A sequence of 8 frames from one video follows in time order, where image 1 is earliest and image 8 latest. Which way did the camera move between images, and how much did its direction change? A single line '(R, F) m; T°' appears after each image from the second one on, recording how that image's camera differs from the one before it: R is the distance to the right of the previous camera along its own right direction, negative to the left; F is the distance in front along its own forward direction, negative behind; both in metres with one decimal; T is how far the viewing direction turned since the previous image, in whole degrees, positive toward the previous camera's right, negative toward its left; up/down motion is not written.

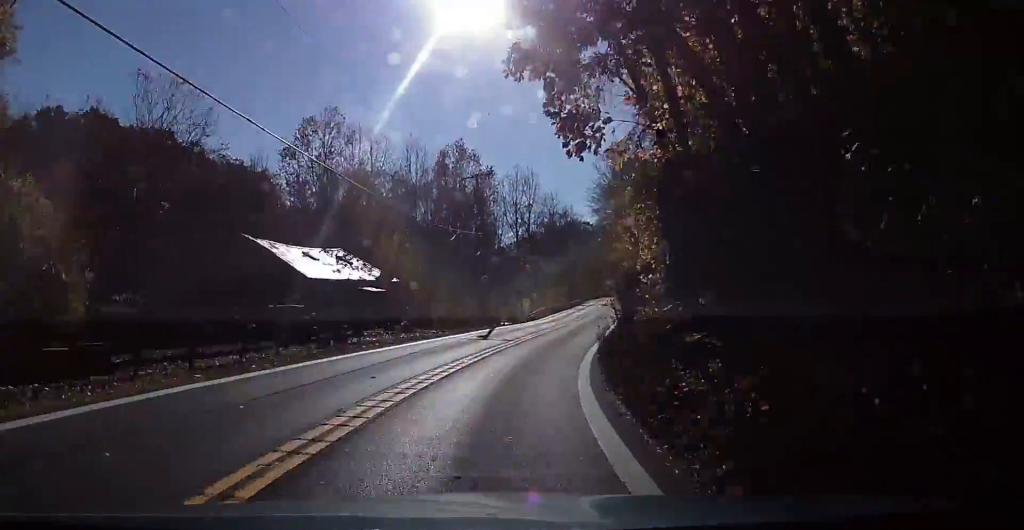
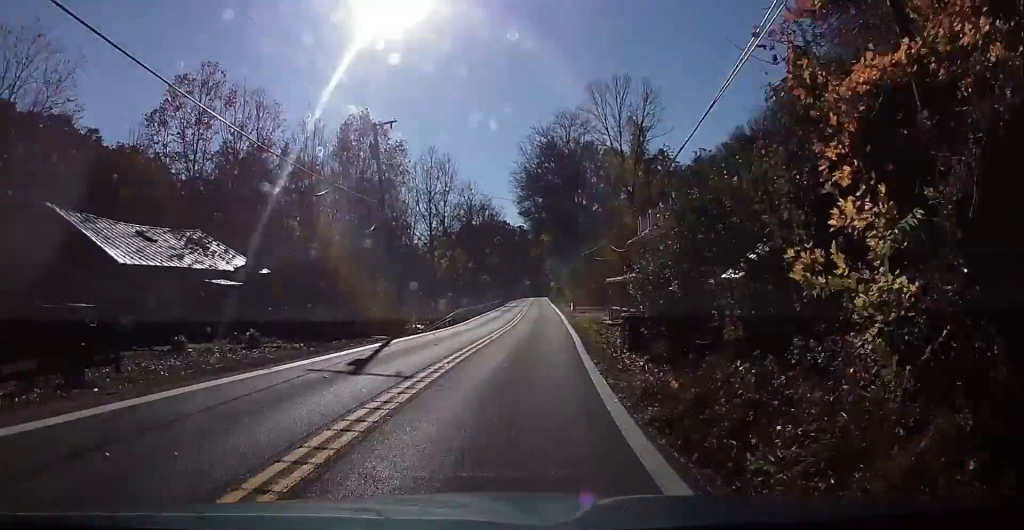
(+0.1, +12.9) m; 0°
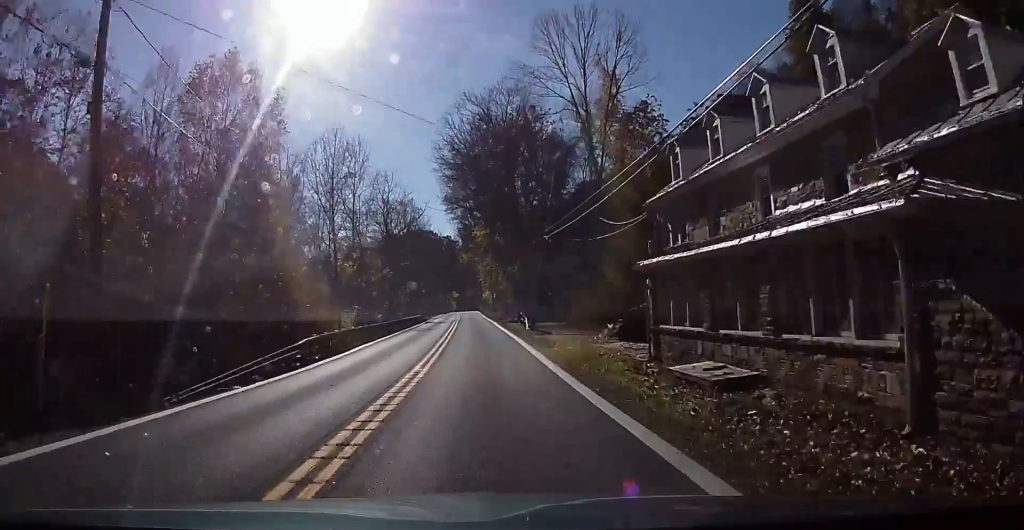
(0.0, +22.3) m; 0°
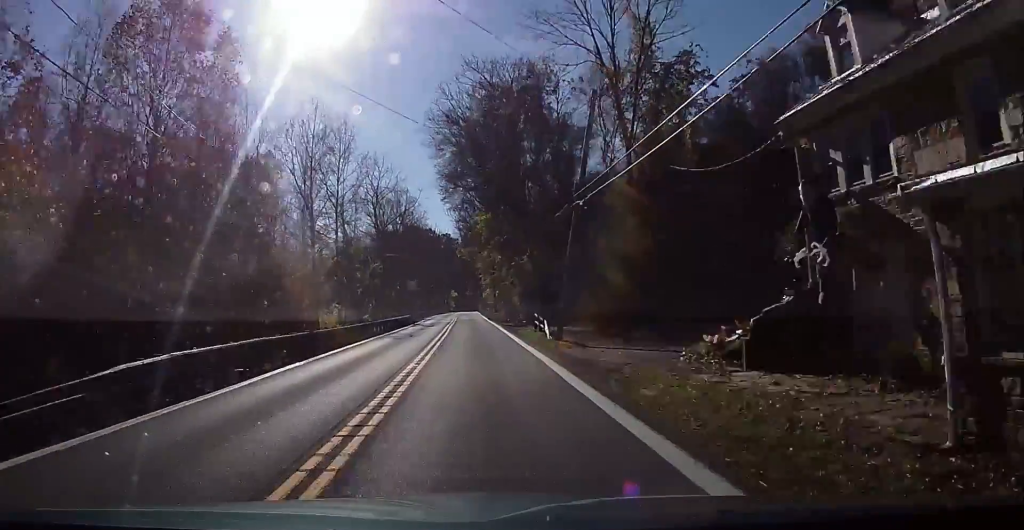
(0.0, +11.4) m; 0°
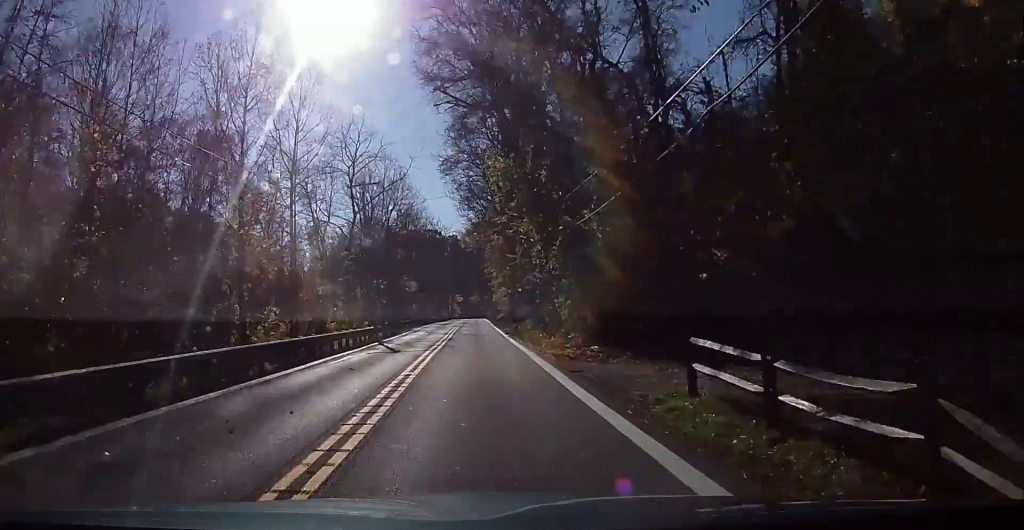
(0.0, +24.3) m; 0°
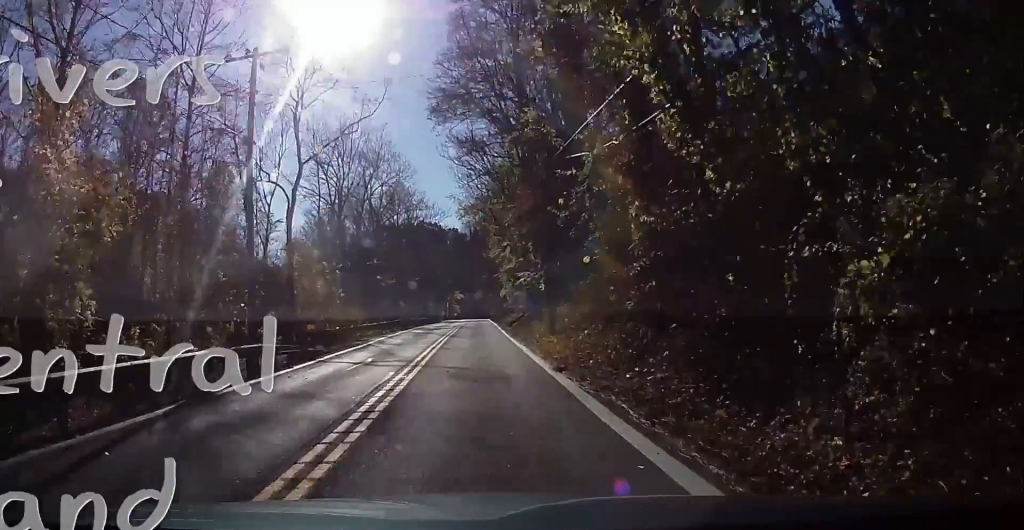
(+0.3, +23.9) m; +4°
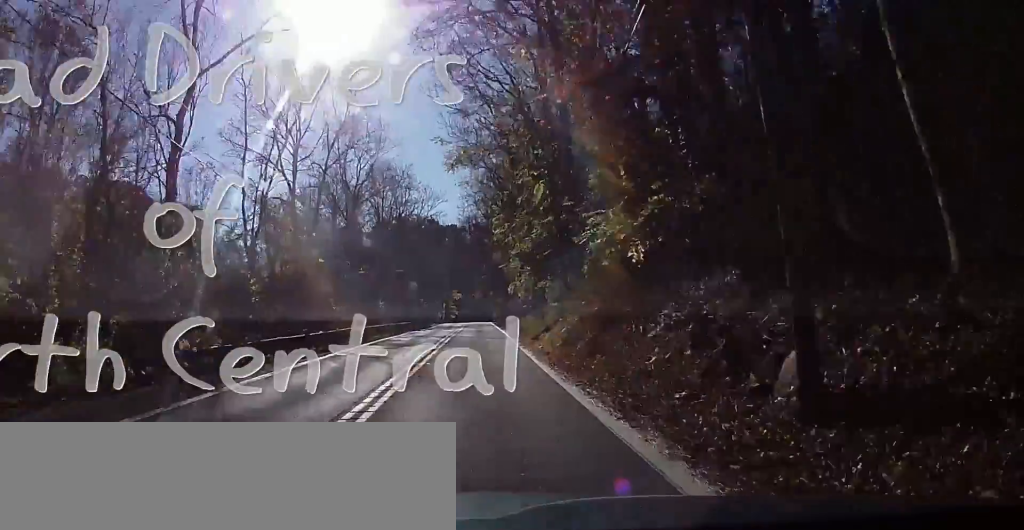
(+1.0, +20.7) m; +3°
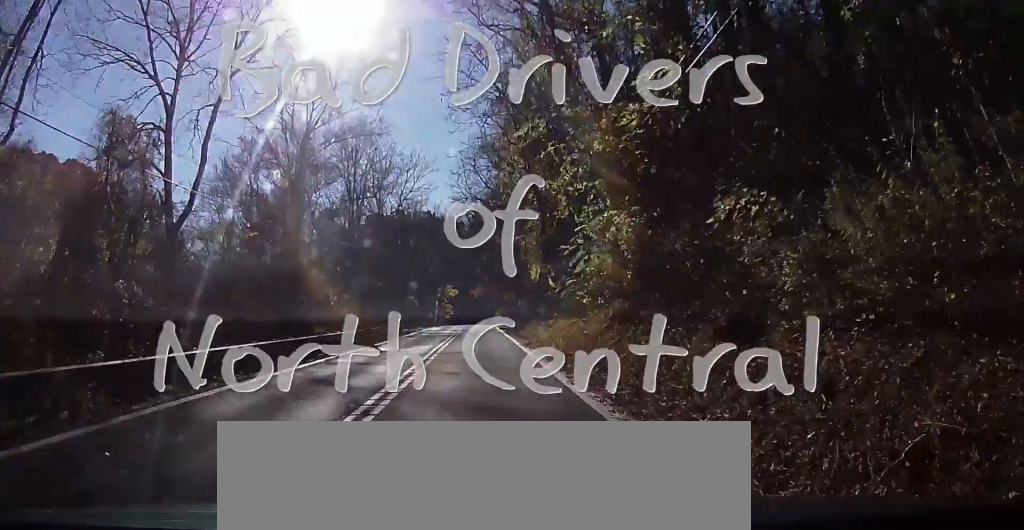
(0.0, +26.4) m; 0°
